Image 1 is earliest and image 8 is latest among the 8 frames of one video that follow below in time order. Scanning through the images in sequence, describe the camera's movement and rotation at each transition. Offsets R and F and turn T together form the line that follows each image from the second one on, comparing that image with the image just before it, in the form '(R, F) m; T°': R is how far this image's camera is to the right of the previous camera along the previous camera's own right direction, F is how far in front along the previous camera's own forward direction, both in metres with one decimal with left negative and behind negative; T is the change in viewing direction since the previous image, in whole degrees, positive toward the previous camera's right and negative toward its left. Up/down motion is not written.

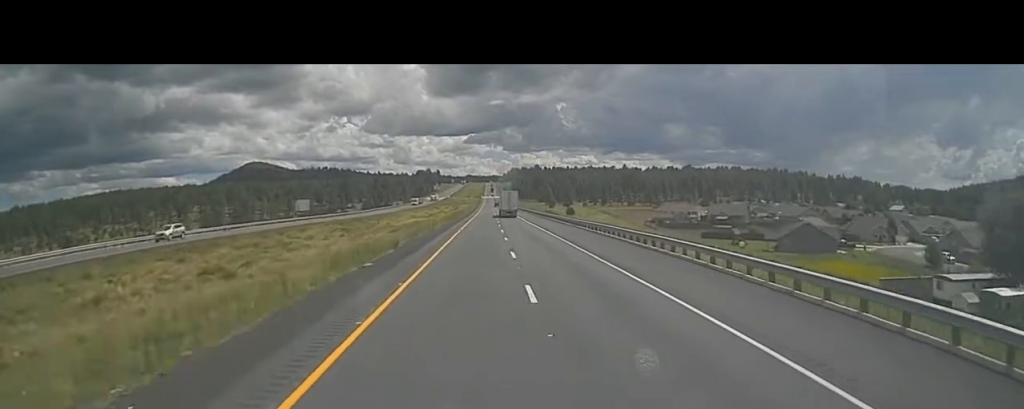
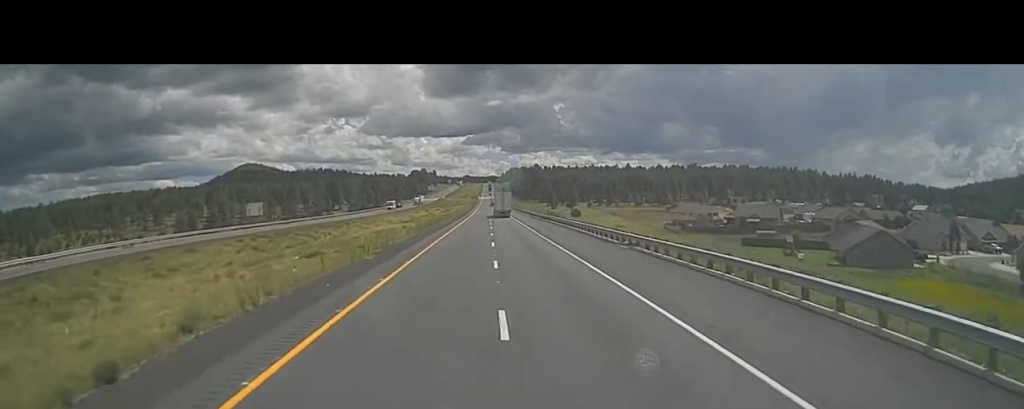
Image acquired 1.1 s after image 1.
(-0.4, +28.9) m; -1°
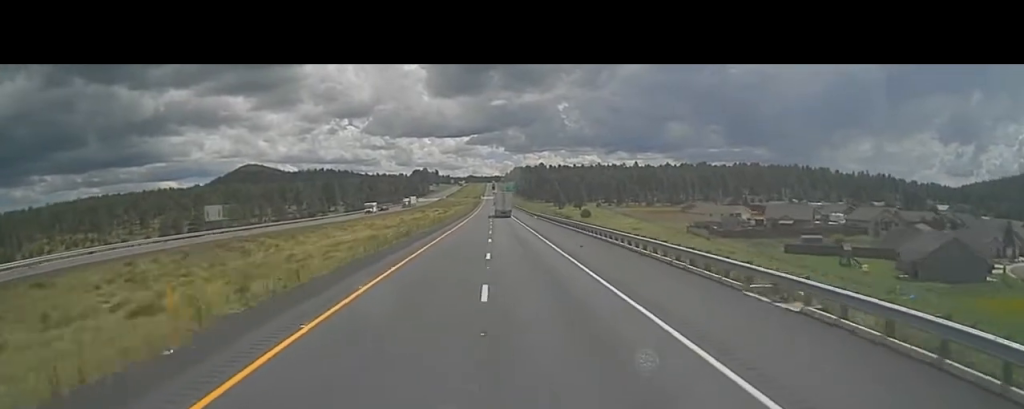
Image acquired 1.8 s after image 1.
(-0.1, +20.0) m; 0°
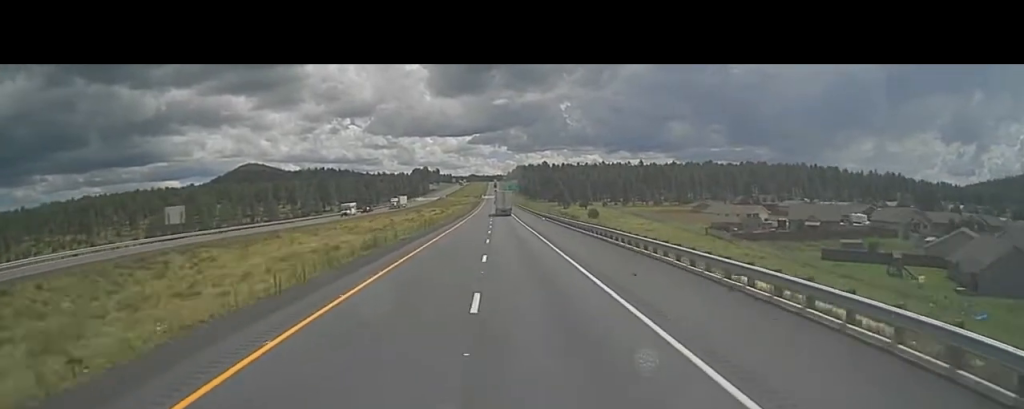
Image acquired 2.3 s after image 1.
(0.0, +13.7) m; 0°
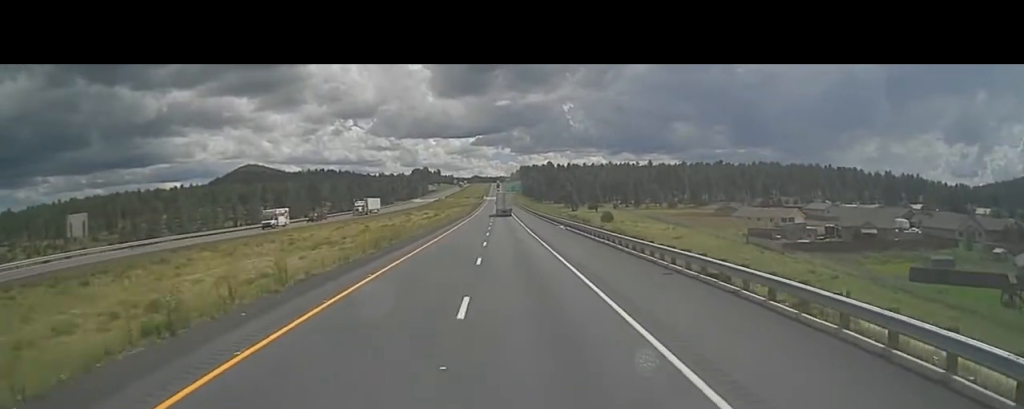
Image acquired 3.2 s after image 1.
(0.0, +24.6) m; 0°
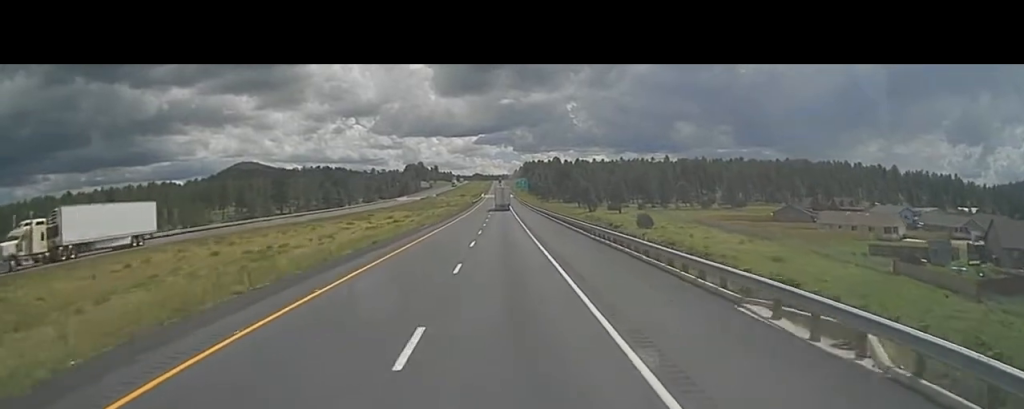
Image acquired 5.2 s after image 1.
(0.0, +53.8) m; 0°
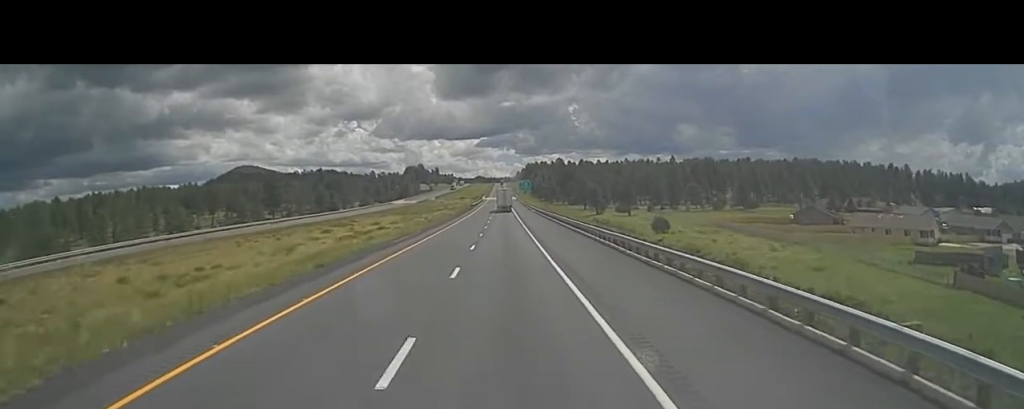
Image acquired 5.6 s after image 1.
(0.0, +12.9) m; 0°
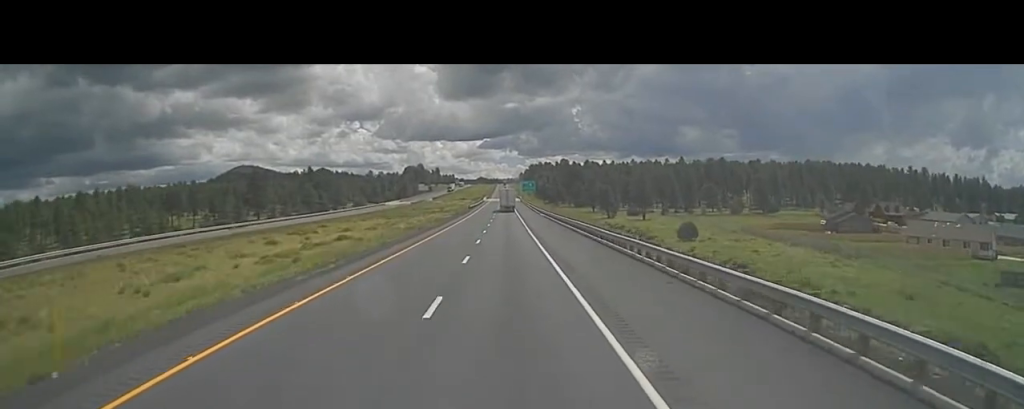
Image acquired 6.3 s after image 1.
(0.0, +19.4) m; -1°
